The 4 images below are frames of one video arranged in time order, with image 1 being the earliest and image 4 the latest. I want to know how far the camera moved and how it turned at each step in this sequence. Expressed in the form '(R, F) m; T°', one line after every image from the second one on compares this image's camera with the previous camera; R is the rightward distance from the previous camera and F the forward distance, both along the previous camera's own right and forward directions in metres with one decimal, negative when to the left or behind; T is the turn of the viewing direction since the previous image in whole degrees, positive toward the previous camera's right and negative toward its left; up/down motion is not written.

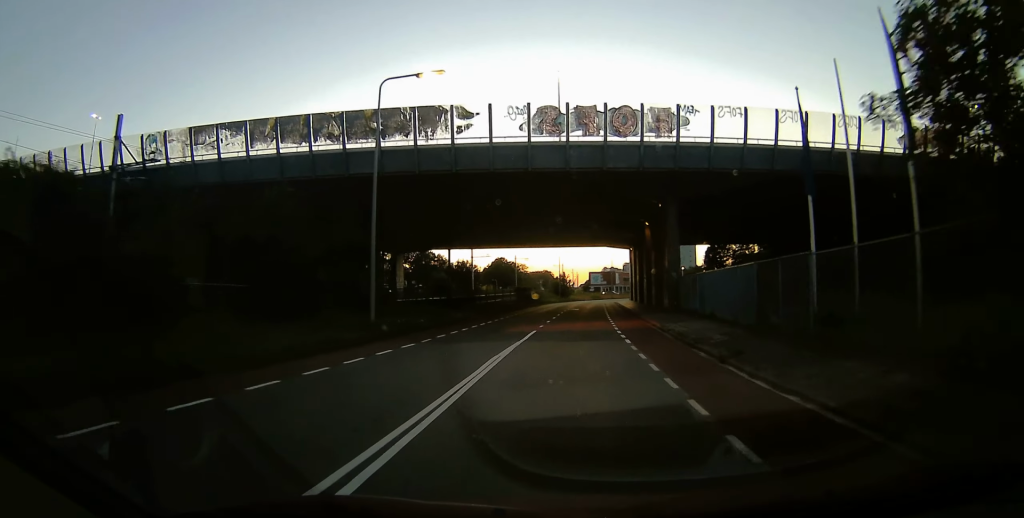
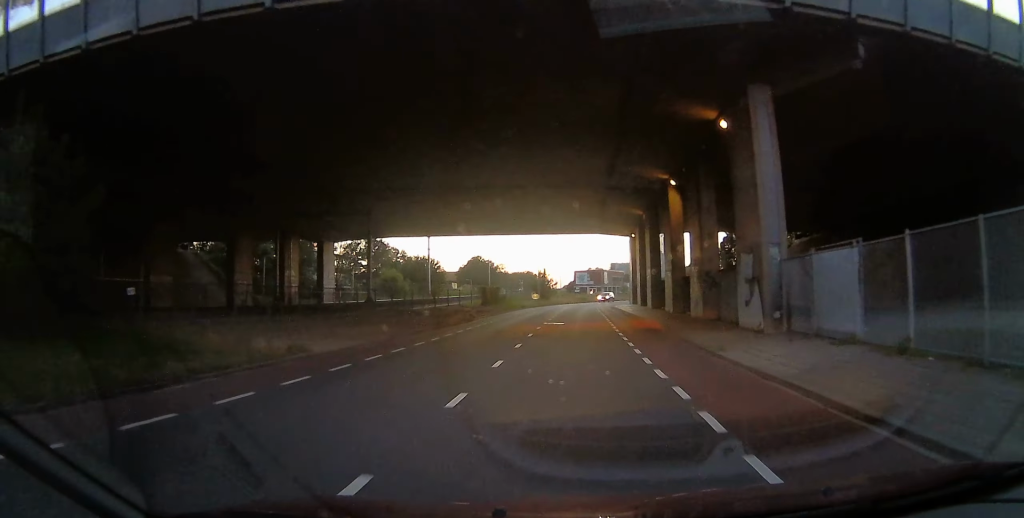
(+0.4, +20.7) m; +1°
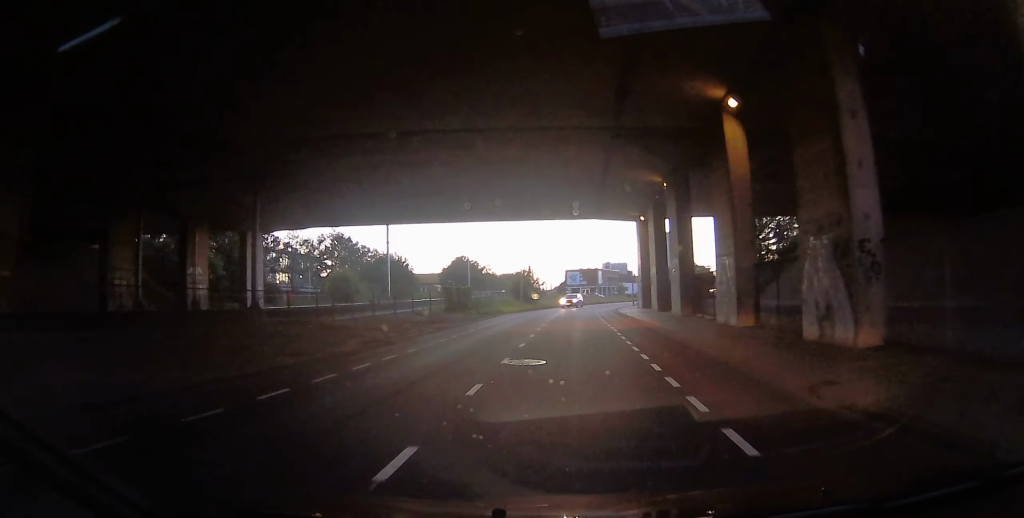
(0.0, +14.7) m; 0°
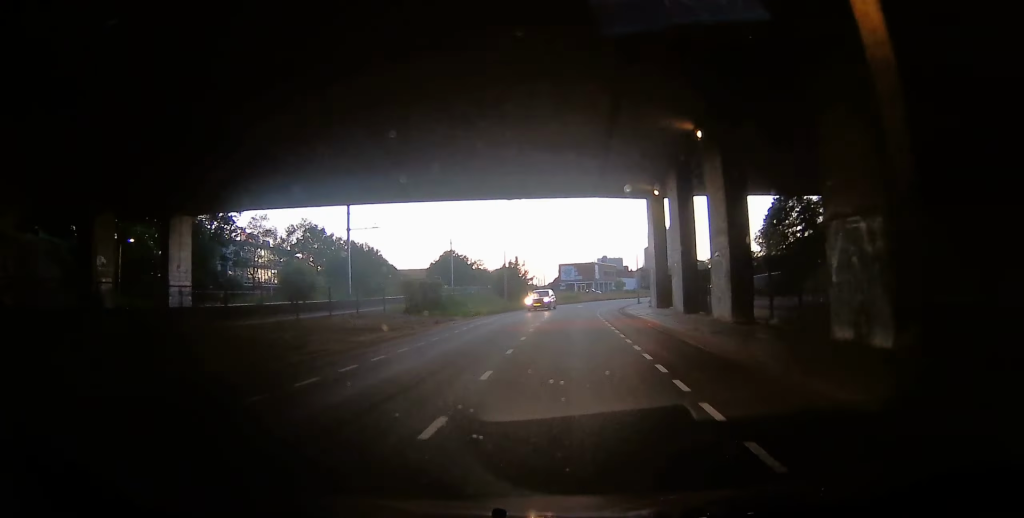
(0.0, +10.5) m; 0°
